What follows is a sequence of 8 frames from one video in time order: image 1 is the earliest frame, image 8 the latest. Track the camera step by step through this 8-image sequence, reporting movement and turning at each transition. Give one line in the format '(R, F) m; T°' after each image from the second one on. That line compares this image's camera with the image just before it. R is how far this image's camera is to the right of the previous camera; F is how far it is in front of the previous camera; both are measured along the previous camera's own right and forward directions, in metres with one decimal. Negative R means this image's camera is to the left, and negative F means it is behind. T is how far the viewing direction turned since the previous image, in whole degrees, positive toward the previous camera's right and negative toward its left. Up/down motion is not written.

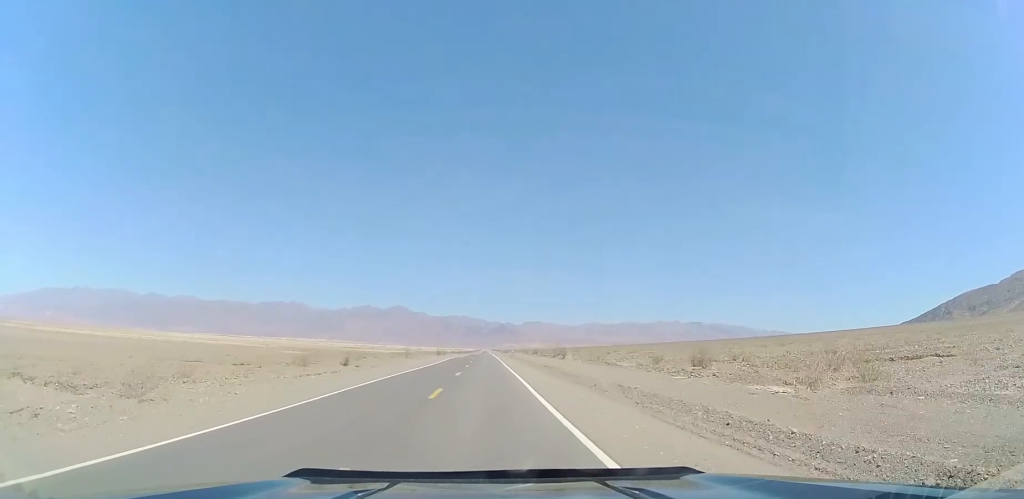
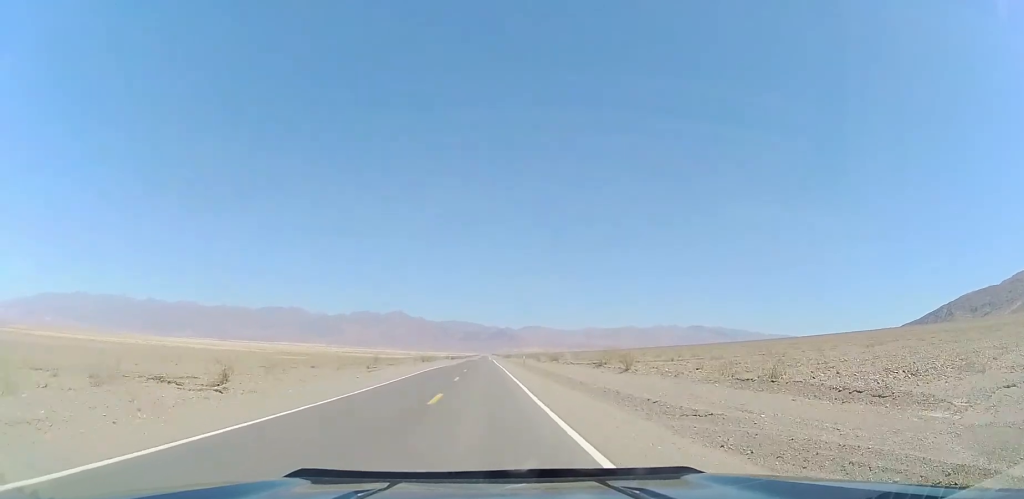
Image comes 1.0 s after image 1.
(-0.1, +29.3) m; -1°
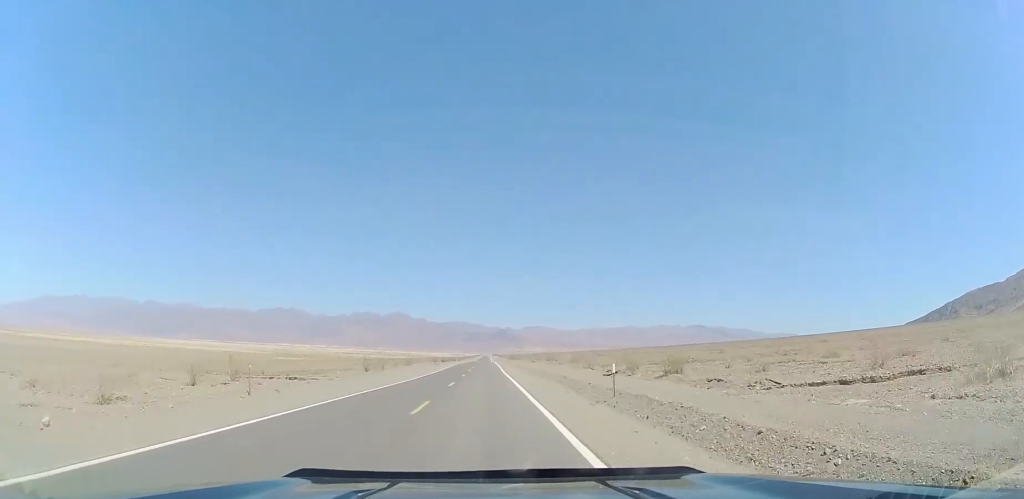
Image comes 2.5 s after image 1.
(-0.2, +46.7) m; 0°
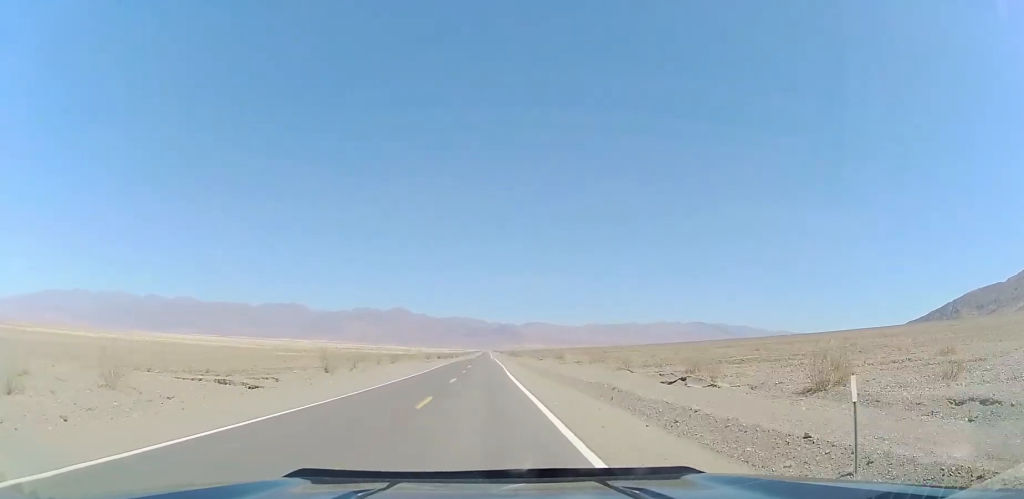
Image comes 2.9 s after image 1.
(+0.1, +13.2) m; 0°
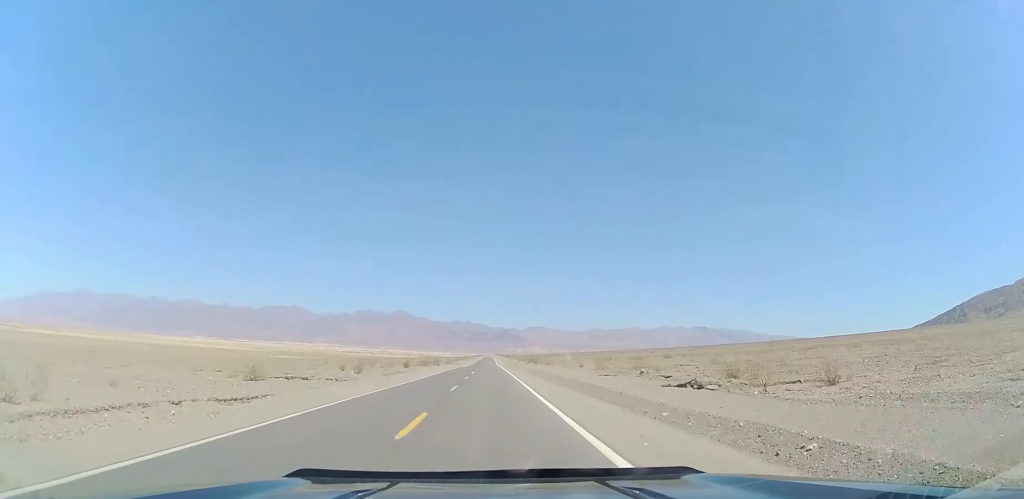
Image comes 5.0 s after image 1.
(-0.7, +64.2) m; -1°
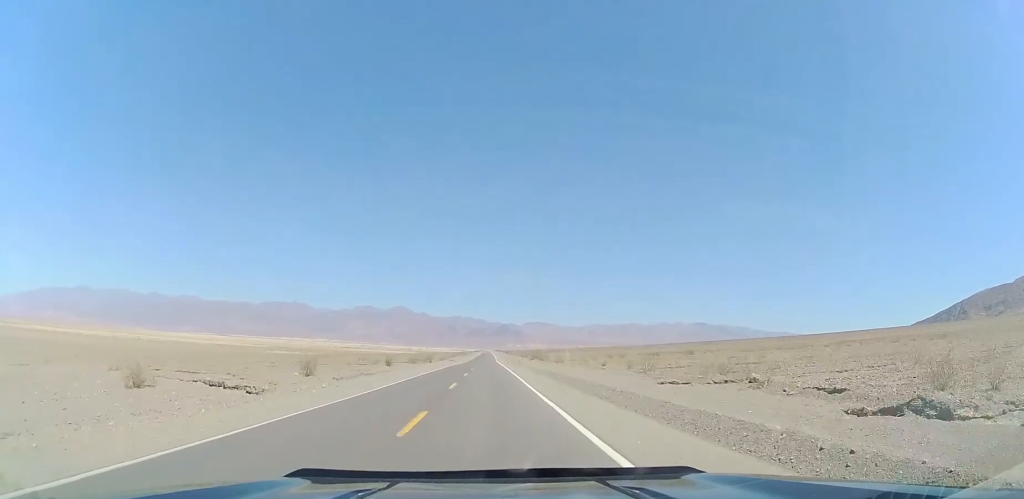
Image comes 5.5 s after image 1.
(-0.2, +14.4) m; 0°
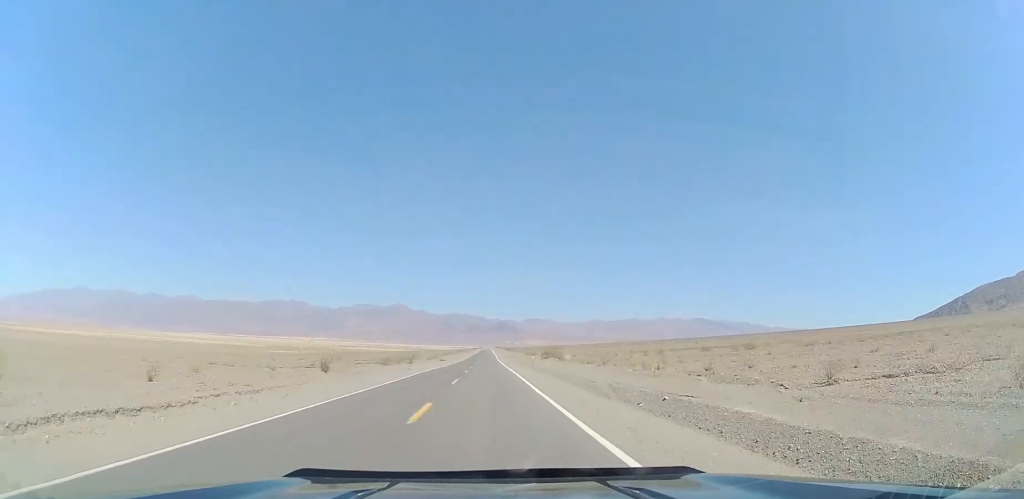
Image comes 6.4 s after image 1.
(0.0, +27.8) m; 0°
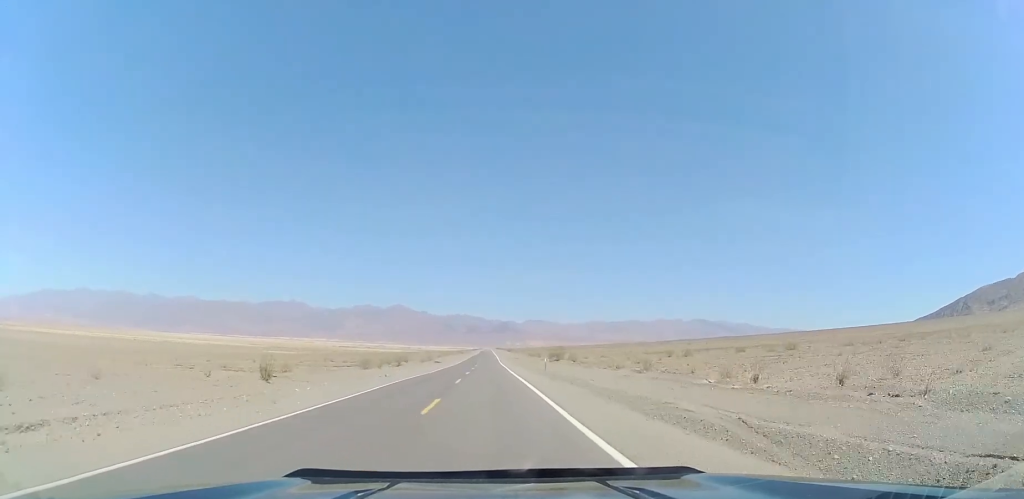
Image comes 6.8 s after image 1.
(0.0, +12.4) m; 0°
